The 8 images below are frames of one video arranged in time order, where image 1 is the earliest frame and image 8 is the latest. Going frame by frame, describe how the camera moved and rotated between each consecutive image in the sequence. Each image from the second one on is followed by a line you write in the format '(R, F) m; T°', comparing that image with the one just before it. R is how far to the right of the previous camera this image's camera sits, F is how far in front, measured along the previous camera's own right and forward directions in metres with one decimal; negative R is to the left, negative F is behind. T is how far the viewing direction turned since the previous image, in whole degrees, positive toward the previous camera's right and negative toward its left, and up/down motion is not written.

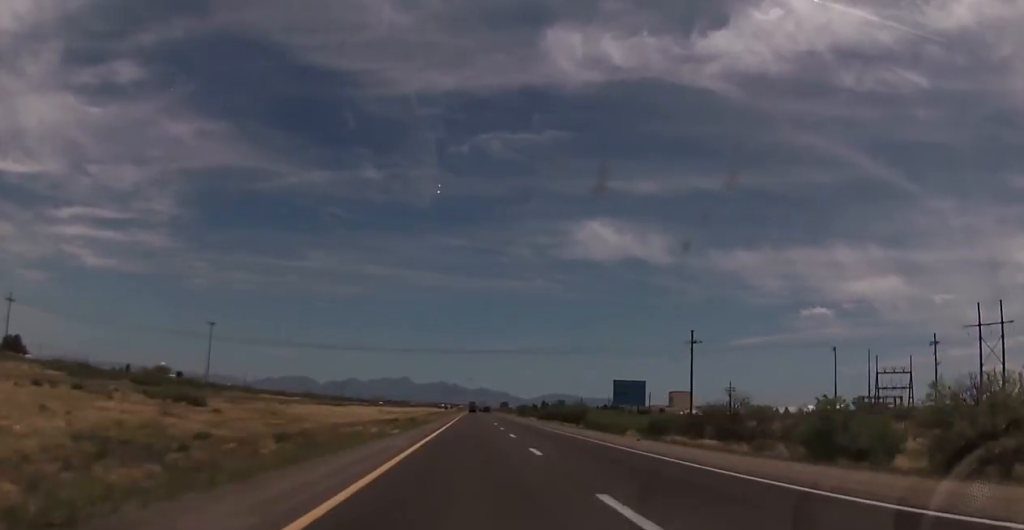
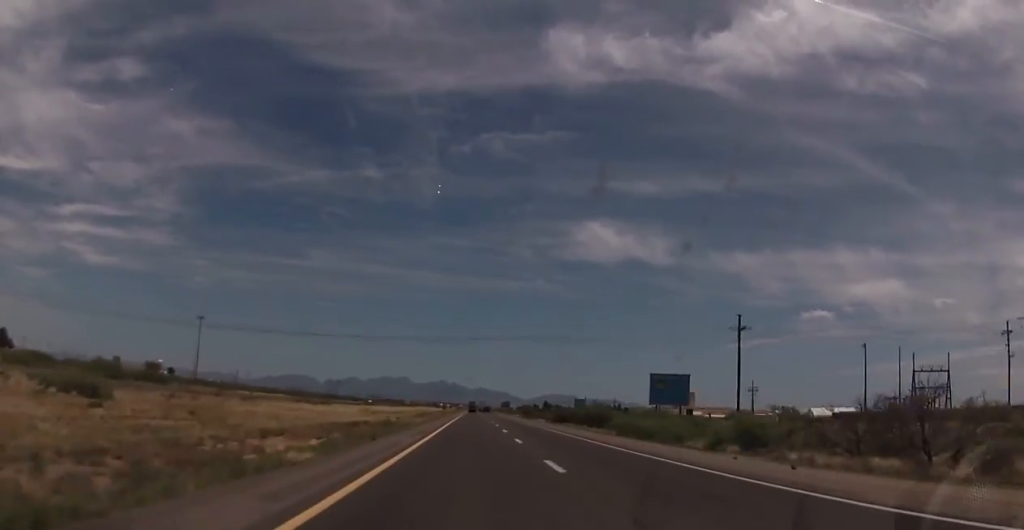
(-0.3, +17.1) m; 0°
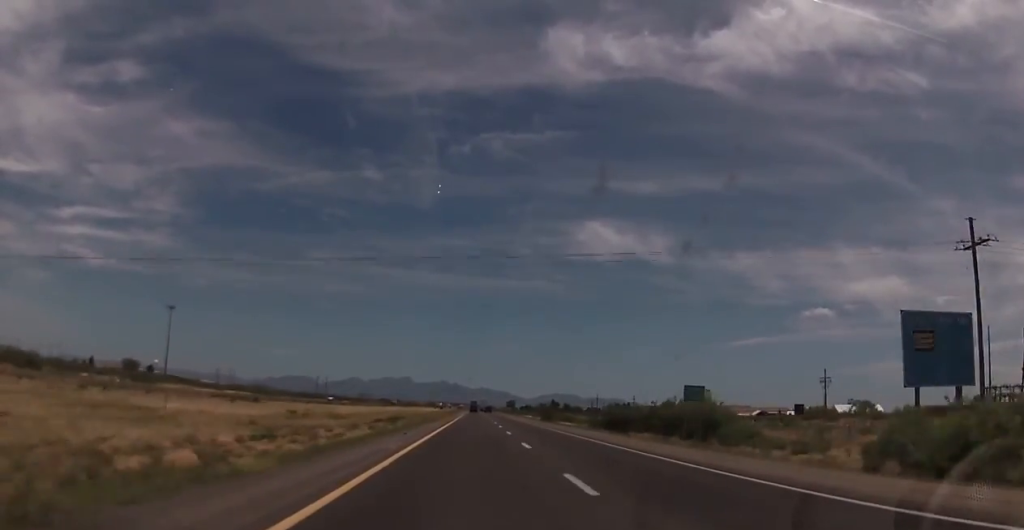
(+0.3, +40.3) m; 0°
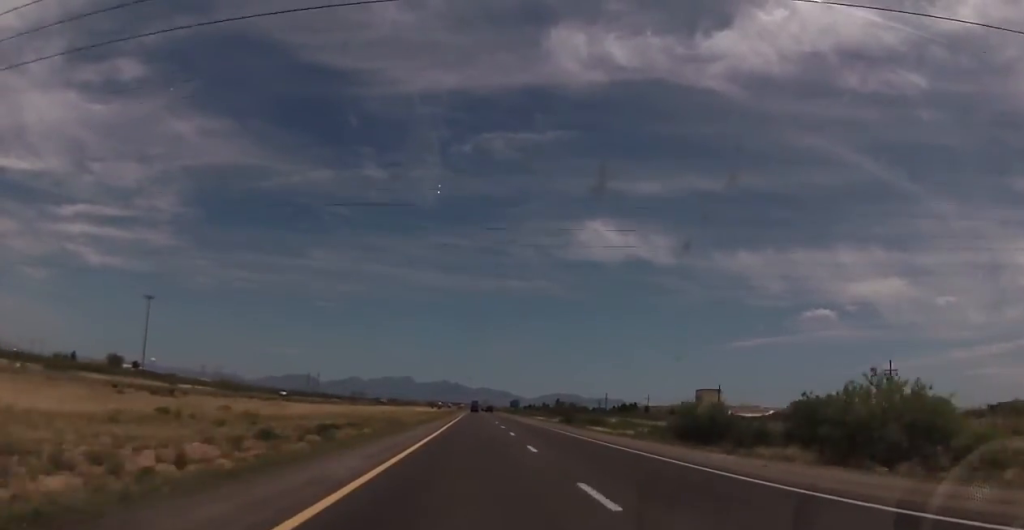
(-0.1, +25.7) m; 0°
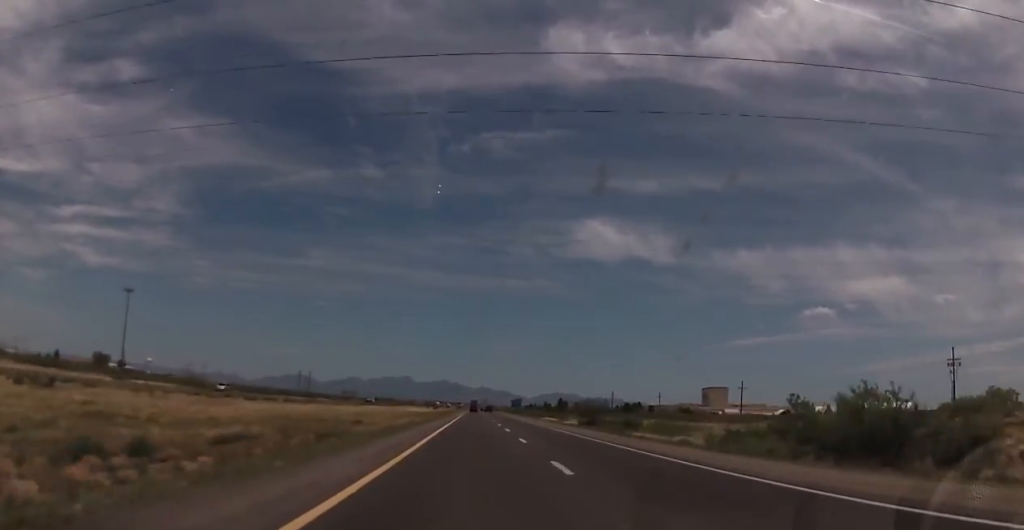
(-0.3, +19.6) m; 0°
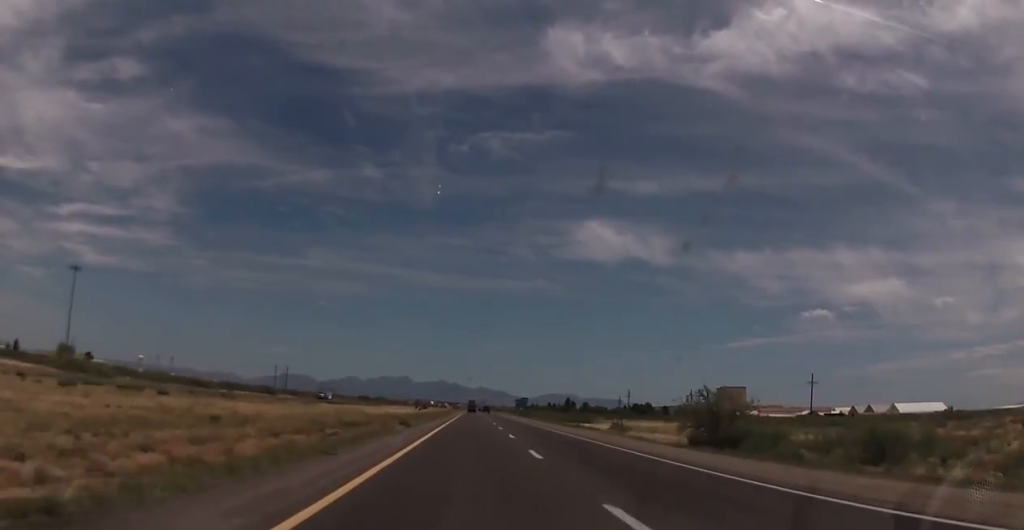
(+0.6, +43.9) m; +1°
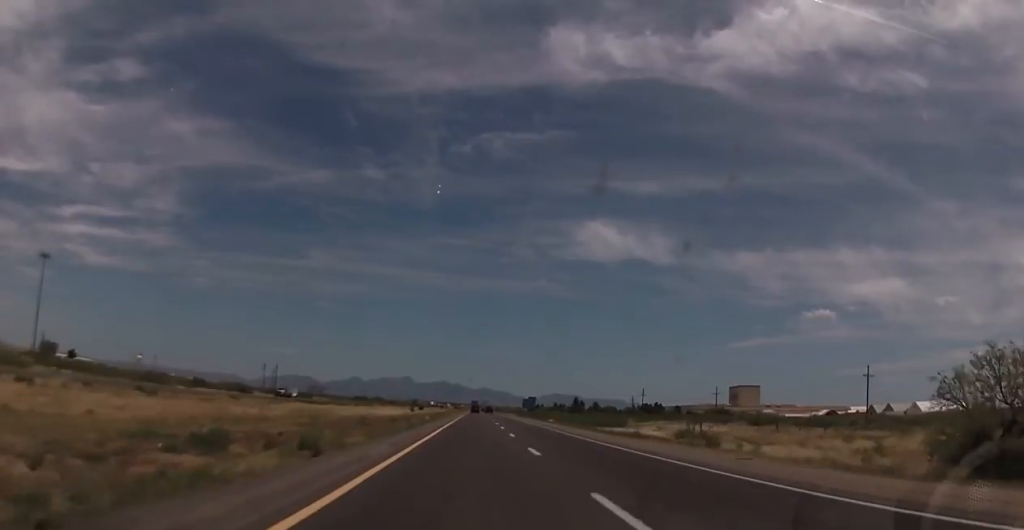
(+0.1, +23.2) m; -1°
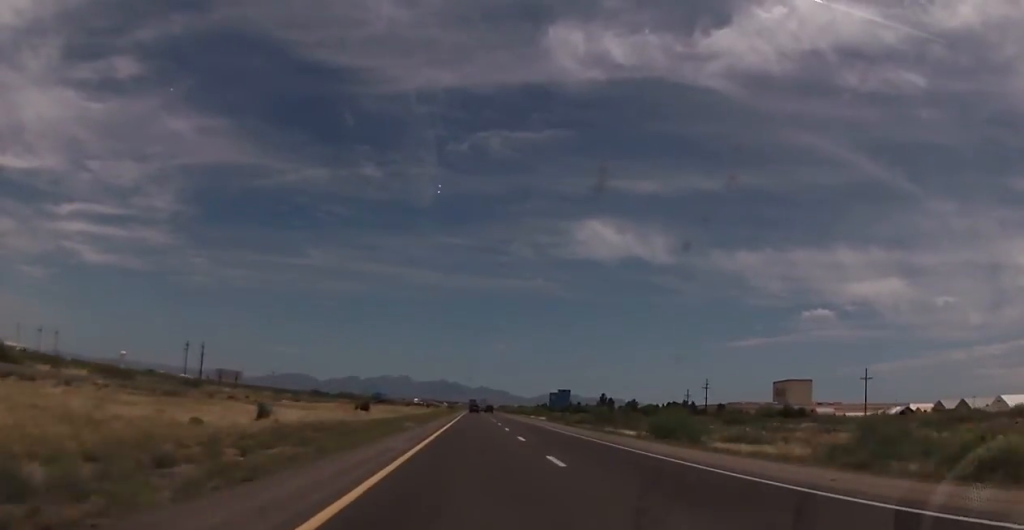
(+0.1, +89.0) m; +1°
